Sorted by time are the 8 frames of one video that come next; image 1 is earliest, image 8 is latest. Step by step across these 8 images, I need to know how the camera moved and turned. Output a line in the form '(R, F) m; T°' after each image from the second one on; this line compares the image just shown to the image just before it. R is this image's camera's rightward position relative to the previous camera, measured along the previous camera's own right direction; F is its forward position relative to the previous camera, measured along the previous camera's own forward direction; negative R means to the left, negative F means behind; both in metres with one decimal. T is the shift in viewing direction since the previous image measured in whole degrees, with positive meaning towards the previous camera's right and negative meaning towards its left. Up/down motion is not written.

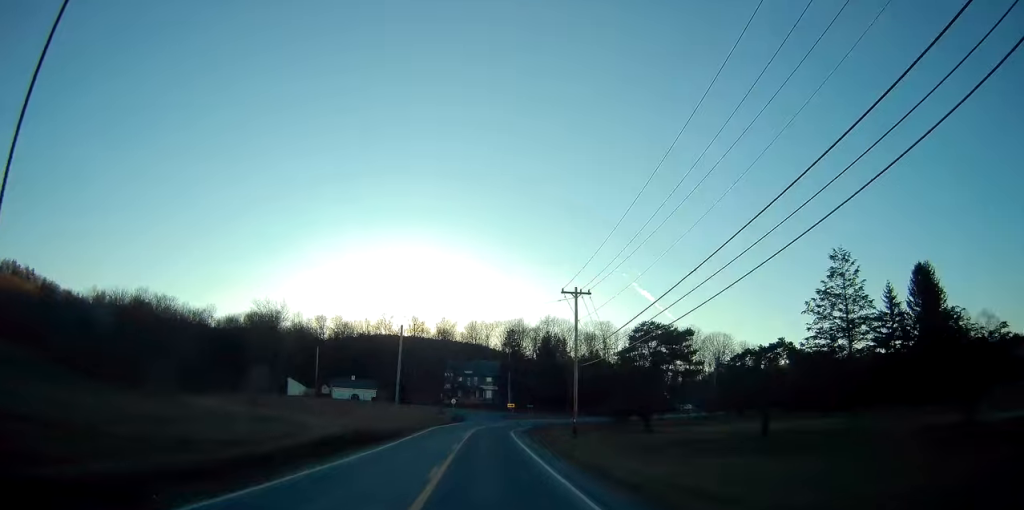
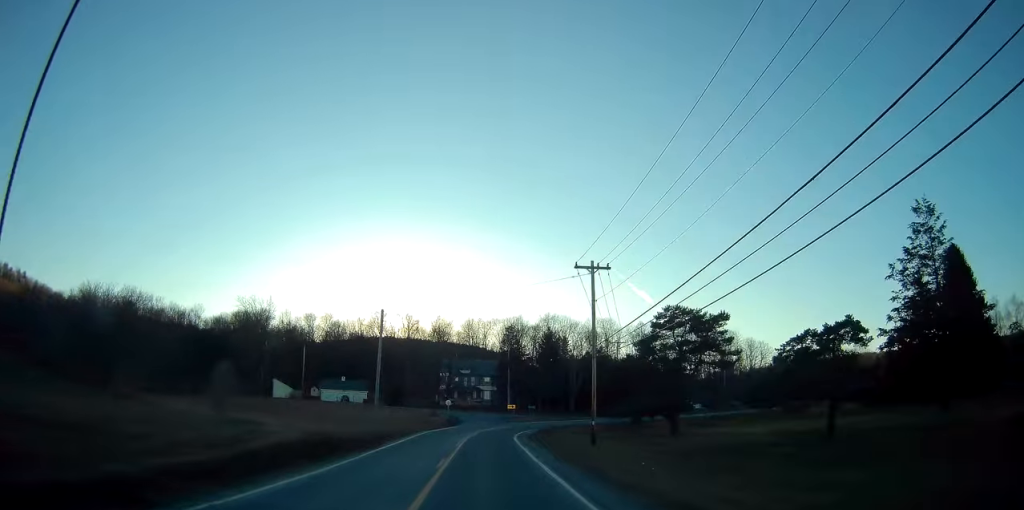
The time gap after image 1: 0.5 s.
(+0.2, +8.6) m; +1°
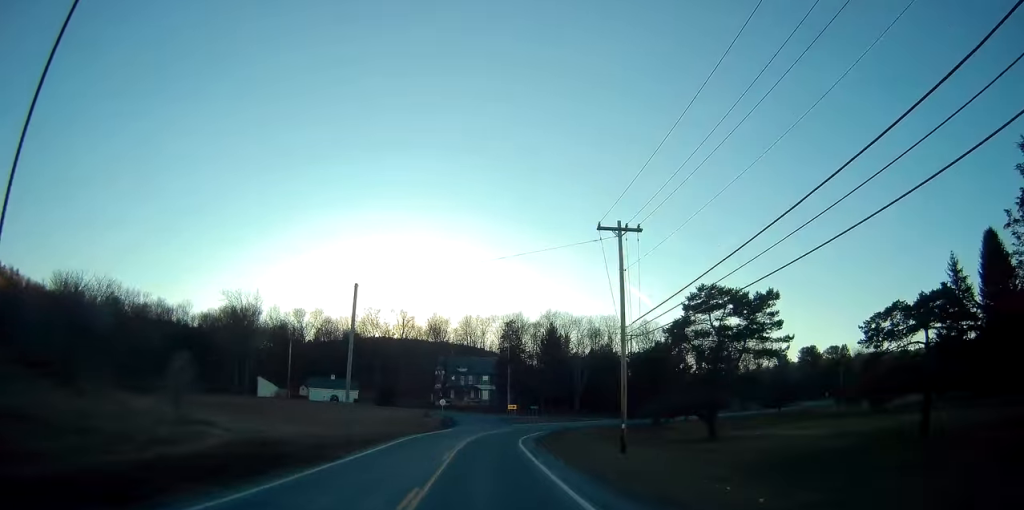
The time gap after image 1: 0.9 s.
(+0.1, +8.5) m; 0°
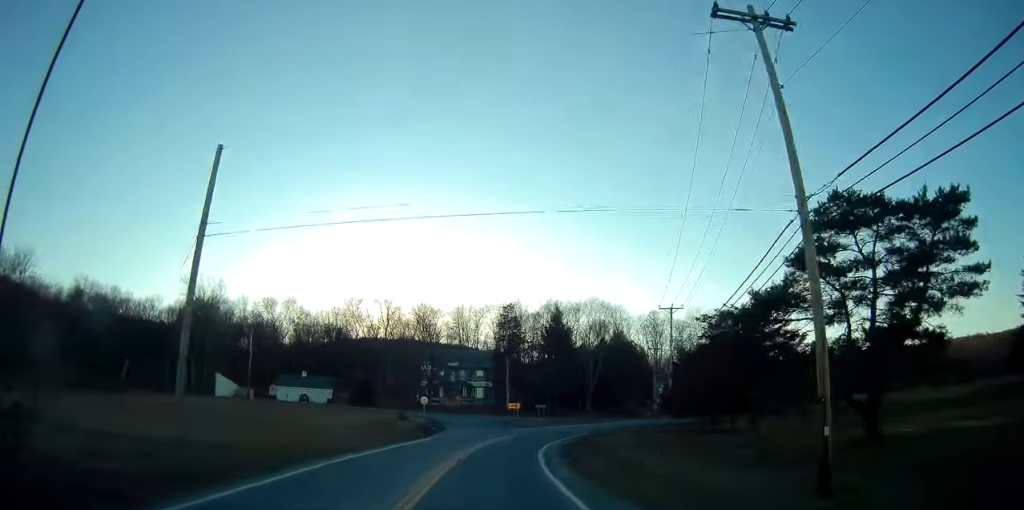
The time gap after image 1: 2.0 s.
(-0.1, +18.4) m; 0°
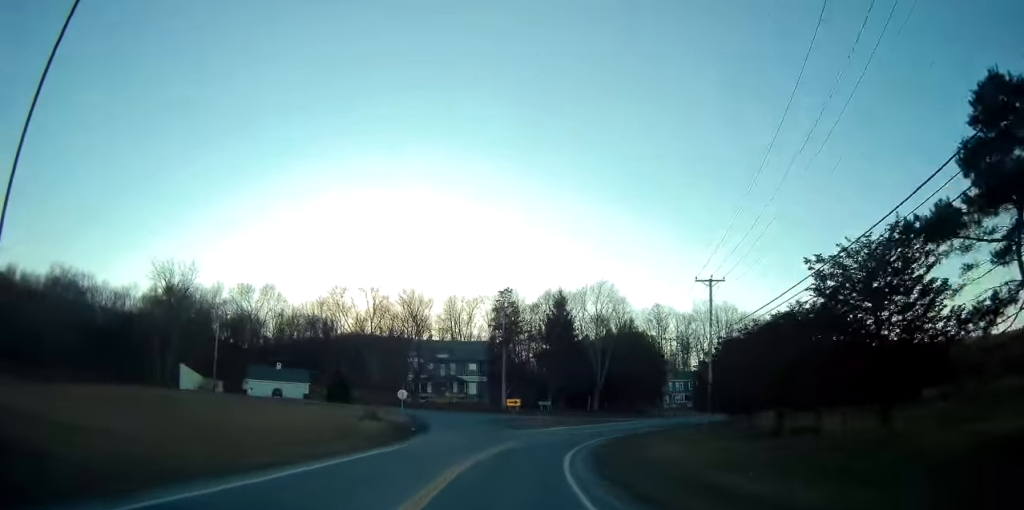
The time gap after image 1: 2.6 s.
(-0.1, +11.7) m; +2°
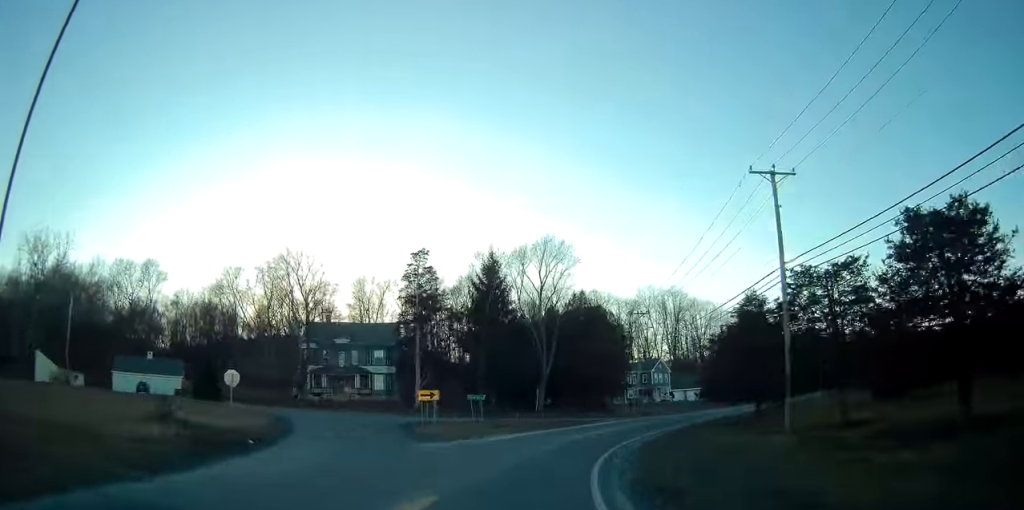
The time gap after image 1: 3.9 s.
(+1.1, +21.5) m; +7°
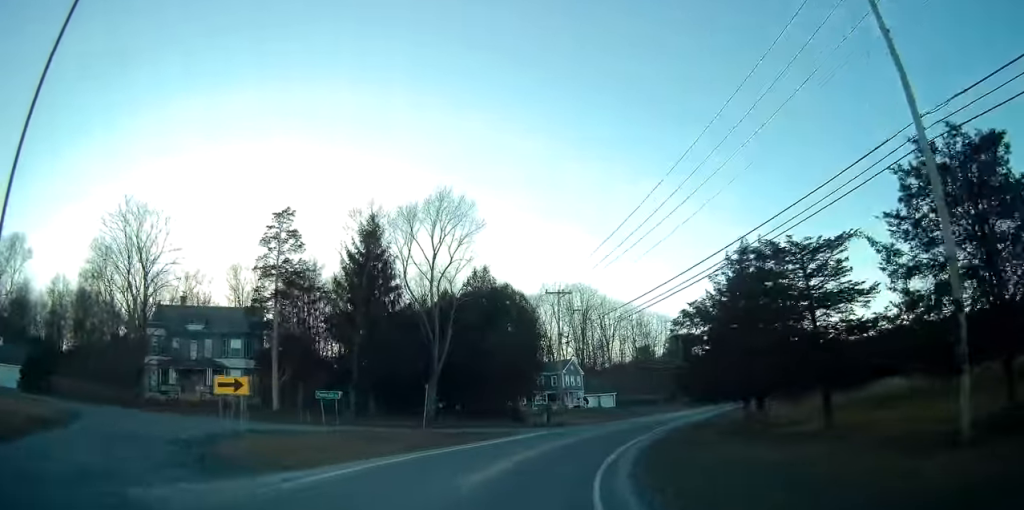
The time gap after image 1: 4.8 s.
(+0.7, +15.6) m; +9°
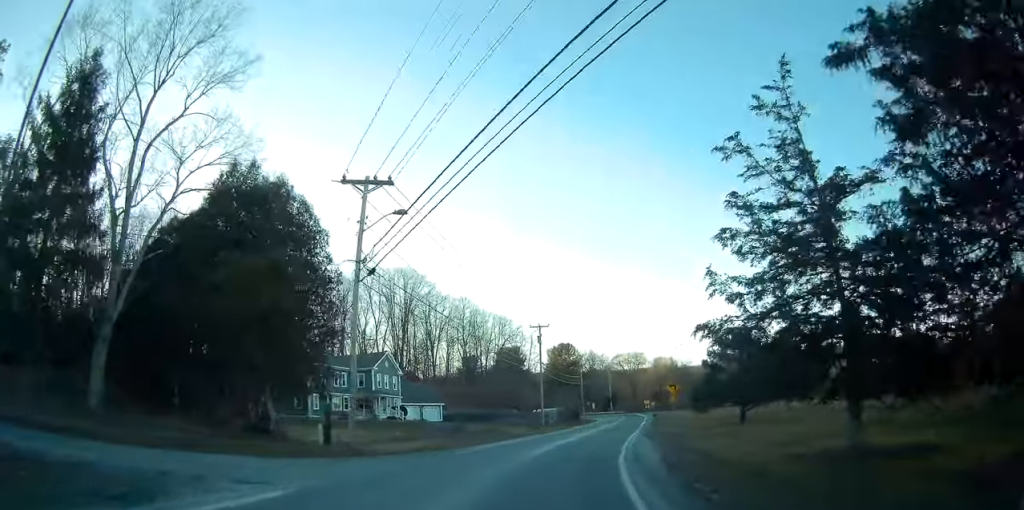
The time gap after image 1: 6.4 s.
(+4.8, +26.2) m; +18°
